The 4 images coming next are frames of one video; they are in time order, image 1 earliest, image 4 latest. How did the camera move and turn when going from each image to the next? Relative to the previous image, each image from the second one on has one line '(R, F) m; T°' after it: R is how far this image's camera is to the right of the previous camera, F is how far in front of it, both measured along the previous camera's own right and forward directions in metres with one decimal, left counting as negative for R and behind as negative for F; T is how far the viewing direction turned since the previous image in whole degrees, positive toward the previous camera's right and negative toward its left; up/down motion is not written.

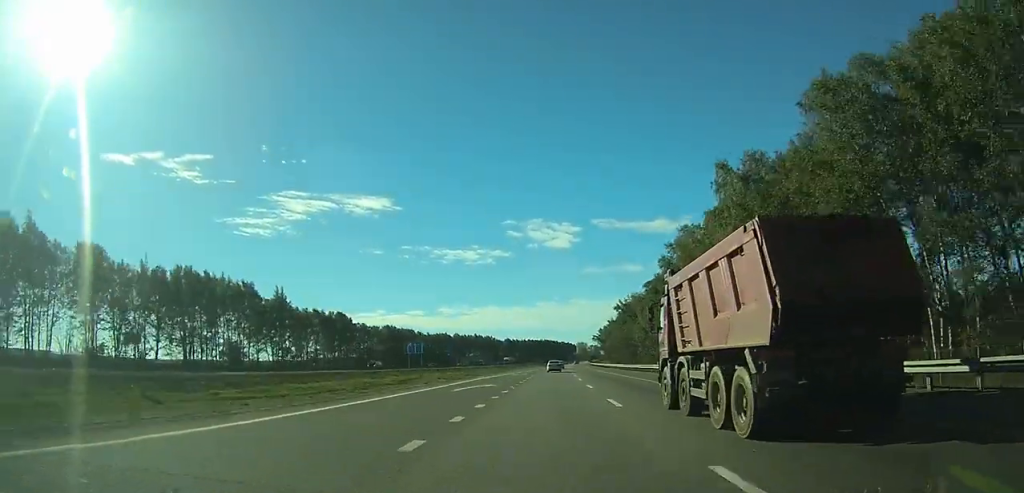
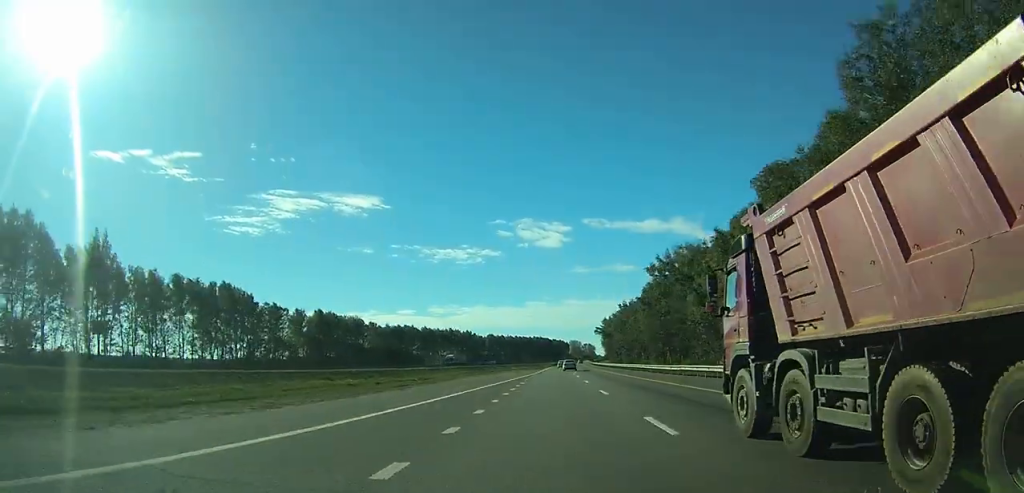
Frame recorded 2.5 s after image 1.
(+0.5, +65.8) m; +1°
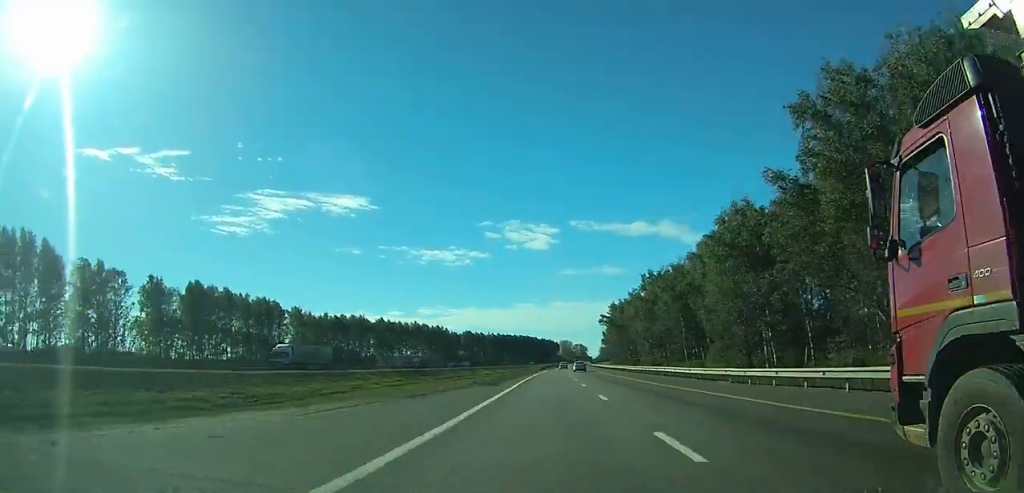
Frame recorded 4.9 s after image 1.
(+0.4, +62.4) m; +1°
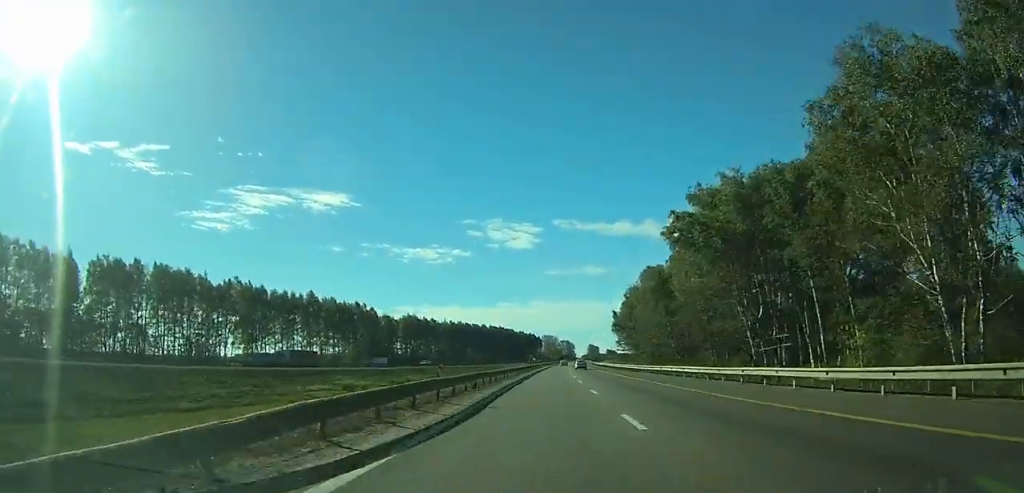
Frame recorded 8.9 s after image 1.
(+1.5, +104.5) m; +2°
